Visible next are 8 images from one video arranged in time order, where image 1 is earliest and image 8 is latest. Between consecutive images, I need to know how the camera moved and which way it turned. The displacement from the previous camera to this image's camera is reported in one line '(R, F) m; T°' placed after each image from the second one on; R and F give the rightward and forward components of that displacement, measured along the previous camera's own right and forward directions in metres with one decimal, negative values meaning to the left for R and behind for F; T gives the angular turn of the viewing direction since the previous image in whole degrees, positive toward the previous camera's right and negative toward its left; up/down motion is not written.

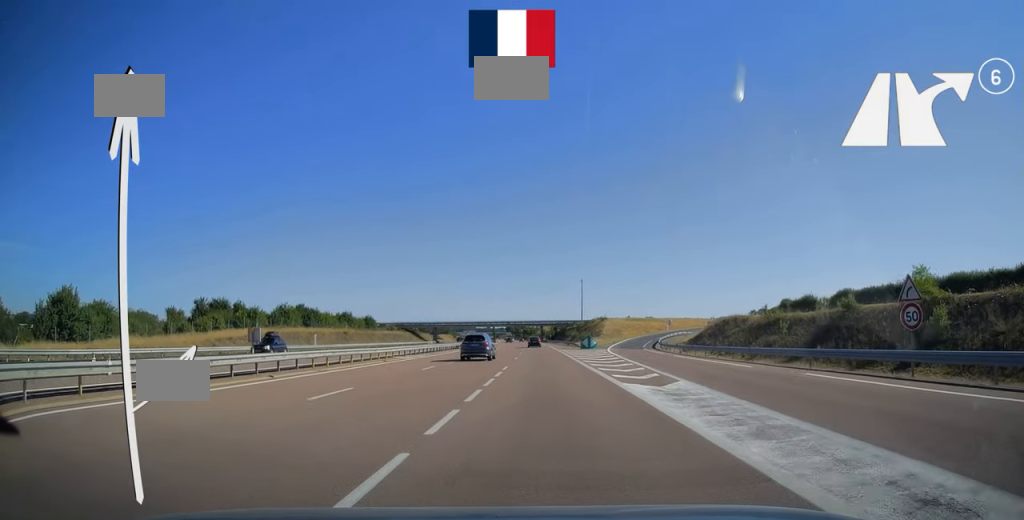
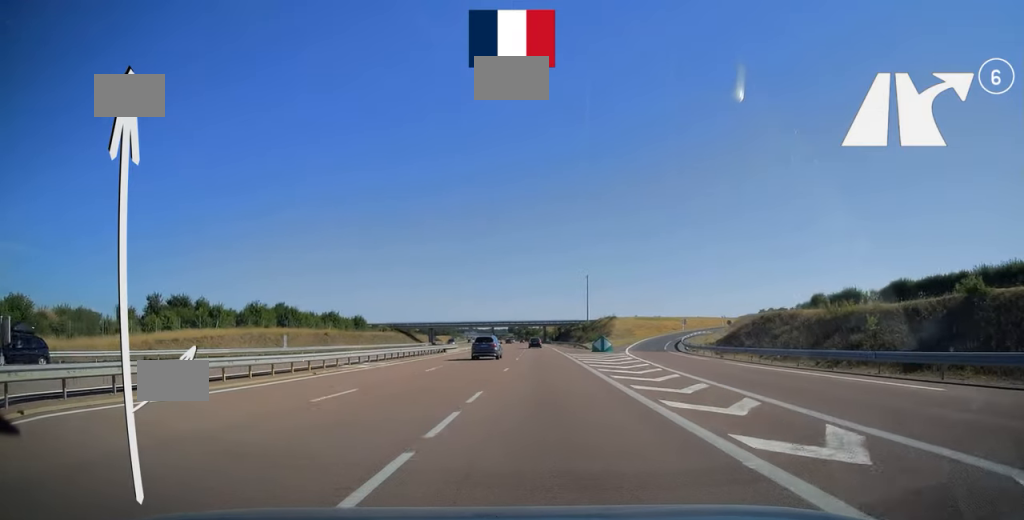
(+0.1, +12.6) m; 0°
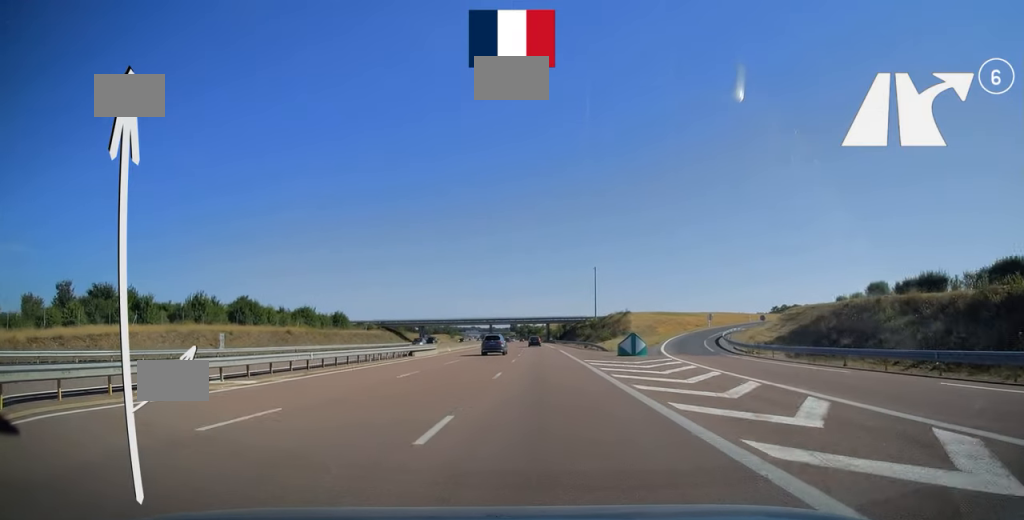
(-0.2, +18.2) m; 0°
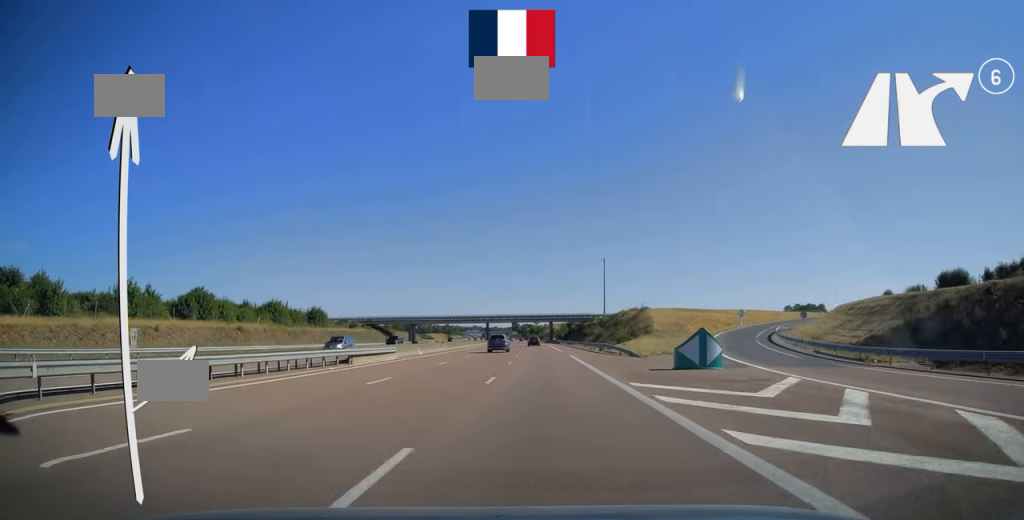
(-0.1, +16.7) m; 0°
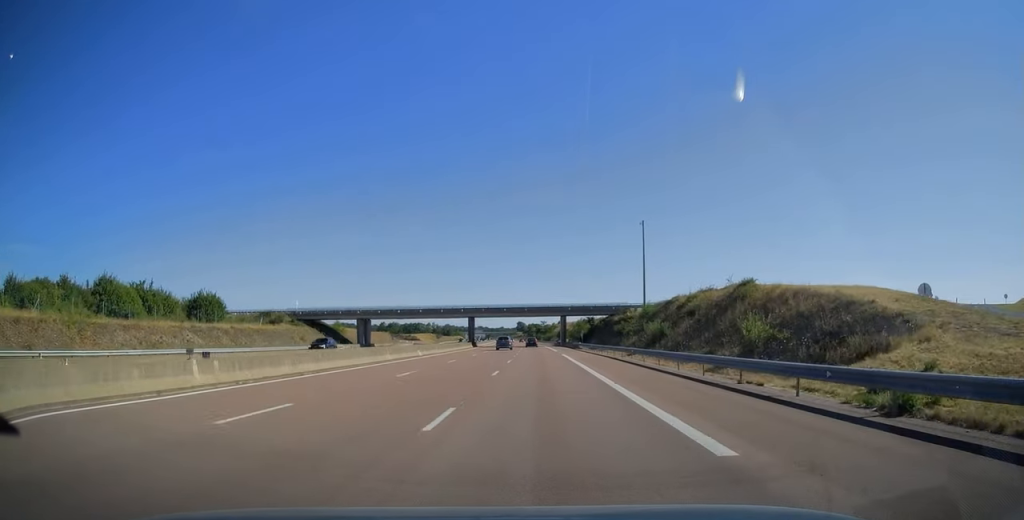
(-0.1, +48.0) m; 0°
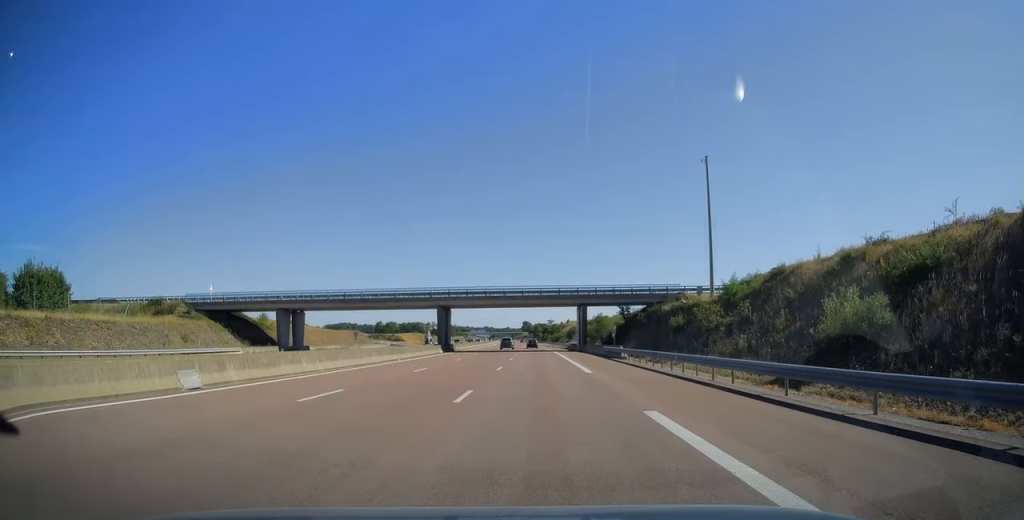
(-0.2, +35.4) m; -1°
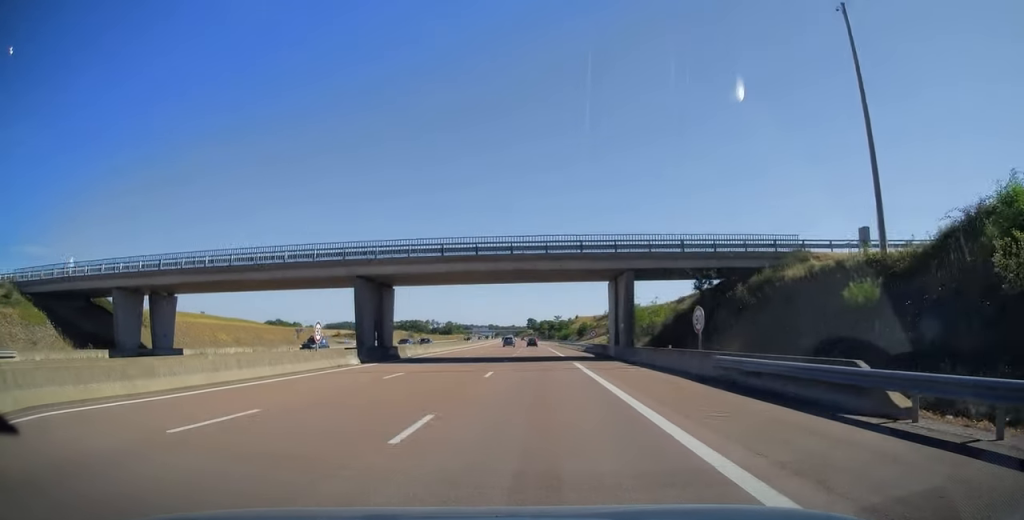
(-0.2, +31.4) m; -1°
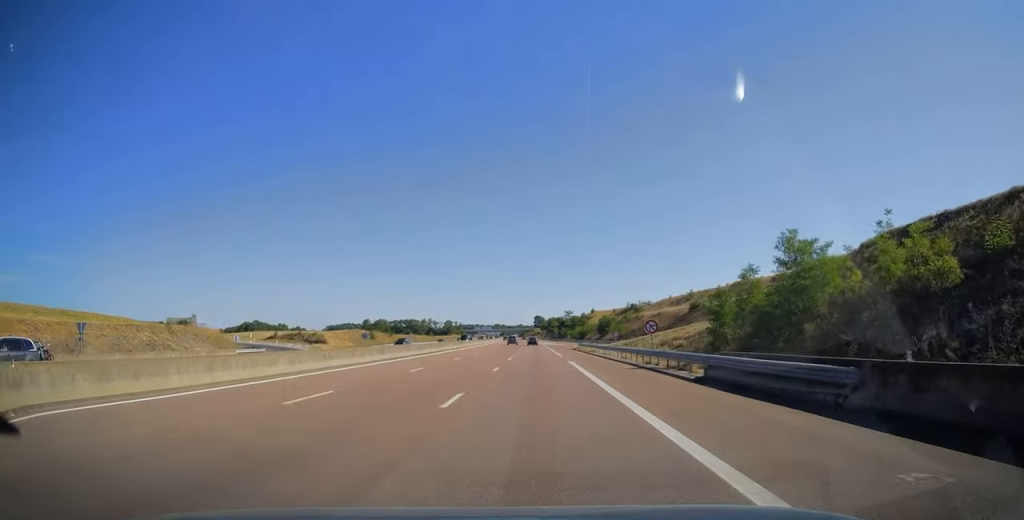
(-0.2, +48.1) m; -1°
